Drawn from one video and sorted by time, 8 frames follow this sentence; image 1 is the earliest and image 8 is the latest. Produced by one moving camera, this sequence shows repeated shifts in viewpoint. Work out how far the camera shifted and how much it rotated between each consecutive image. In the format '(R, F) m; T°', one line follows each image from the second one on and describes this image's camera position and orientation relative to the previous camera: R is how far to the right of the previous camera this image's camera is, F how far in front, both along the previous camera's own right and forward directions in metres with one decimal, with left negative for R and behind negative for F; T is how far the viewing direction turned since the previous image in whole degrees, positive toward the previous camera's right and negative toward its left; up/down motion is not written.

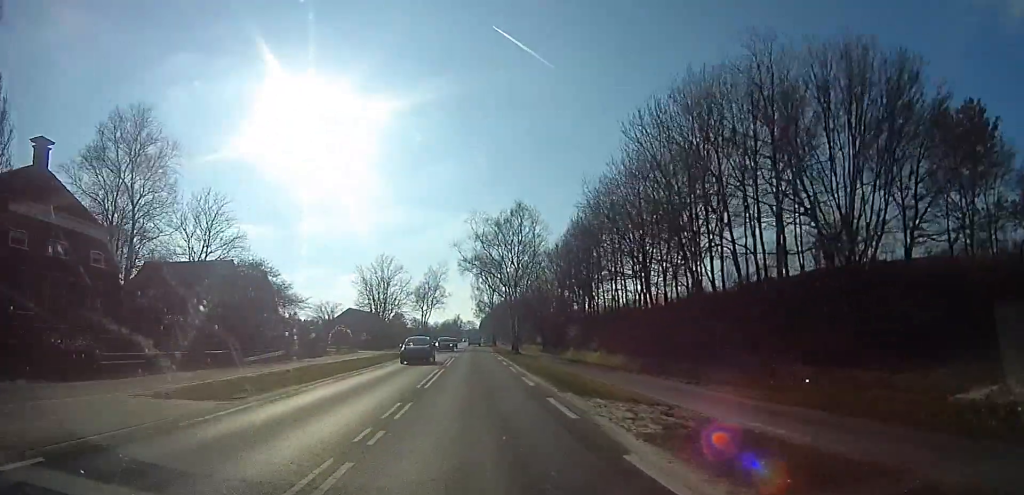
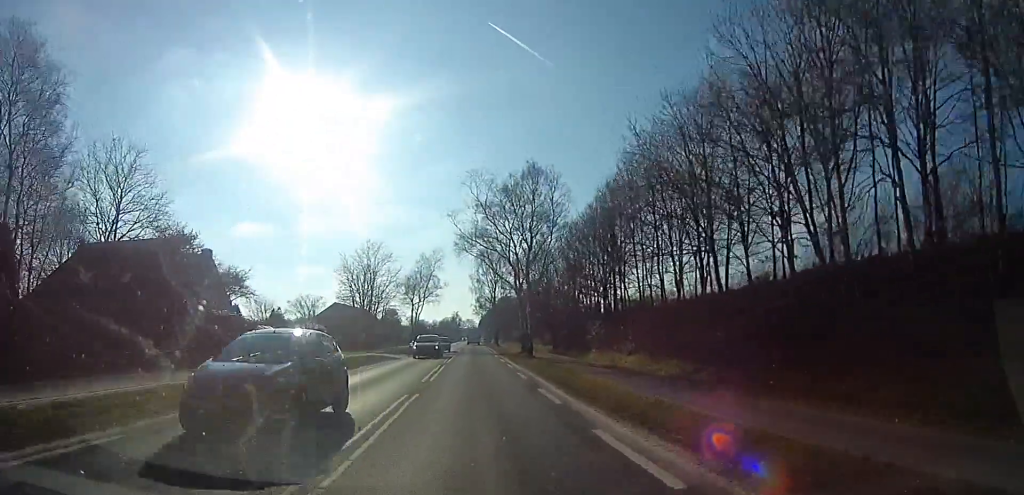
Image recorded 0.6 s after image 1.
(0.0, +10.5) m; 0°
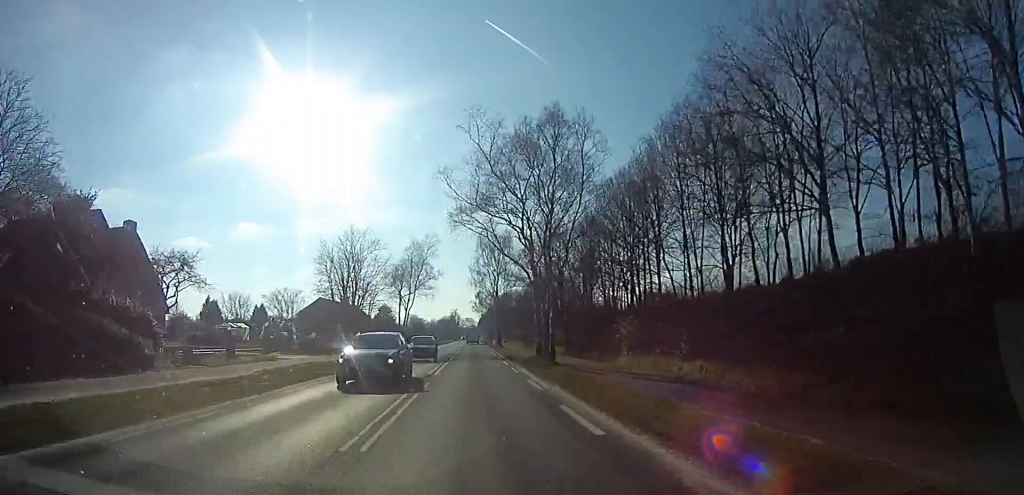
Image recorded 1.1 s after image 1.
(-0.1, +8.6) m; 0°
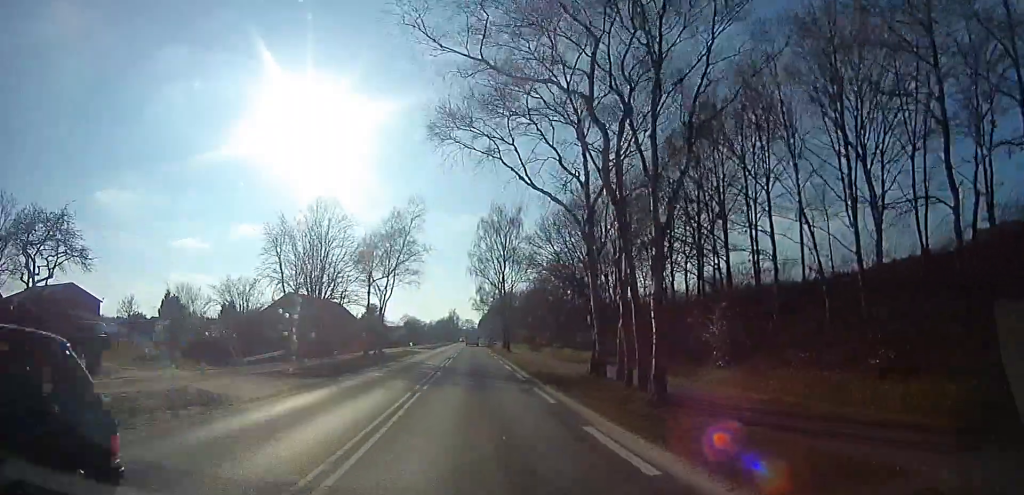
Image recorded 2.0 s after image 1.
(-0.1, +13.3) m; 0°
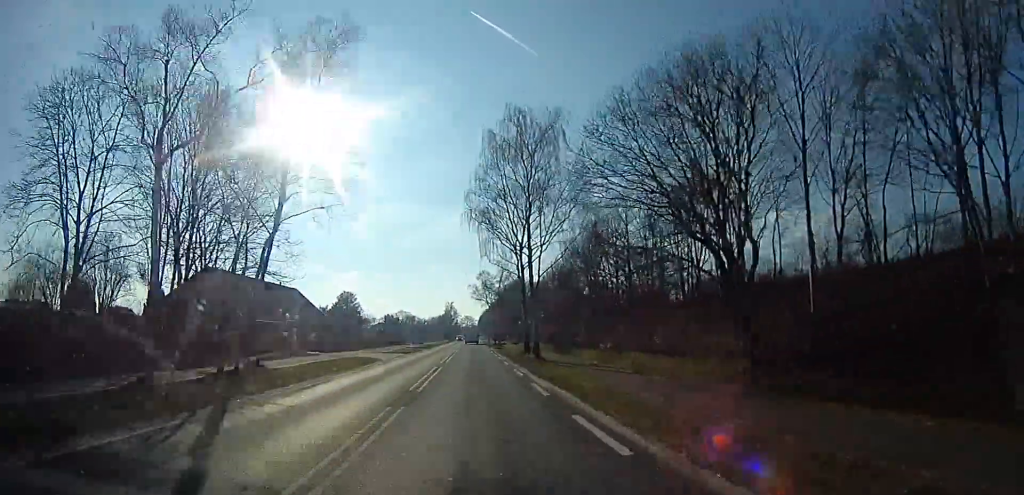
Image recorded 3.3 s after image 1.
(+0.1, +24.1) m; 0°
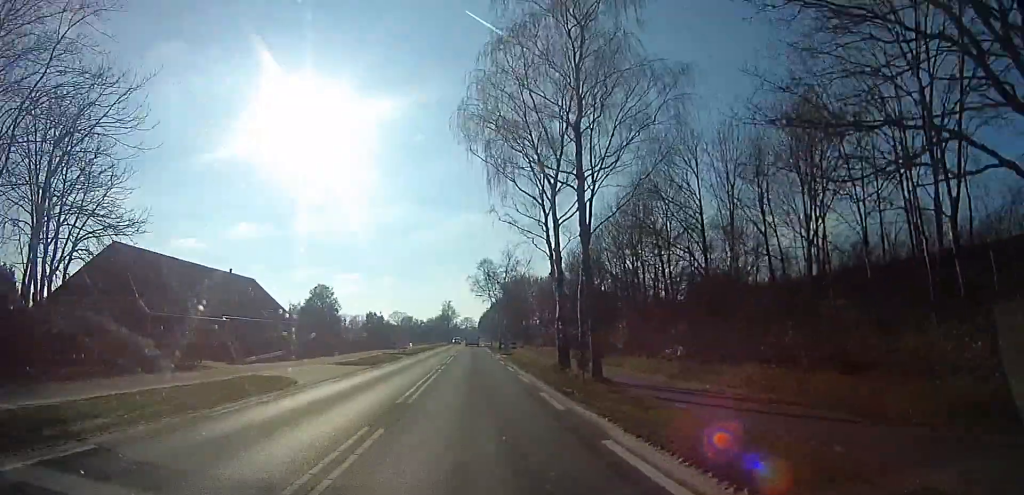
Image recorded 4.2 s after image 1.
(0.0, +15.5) m; 0°
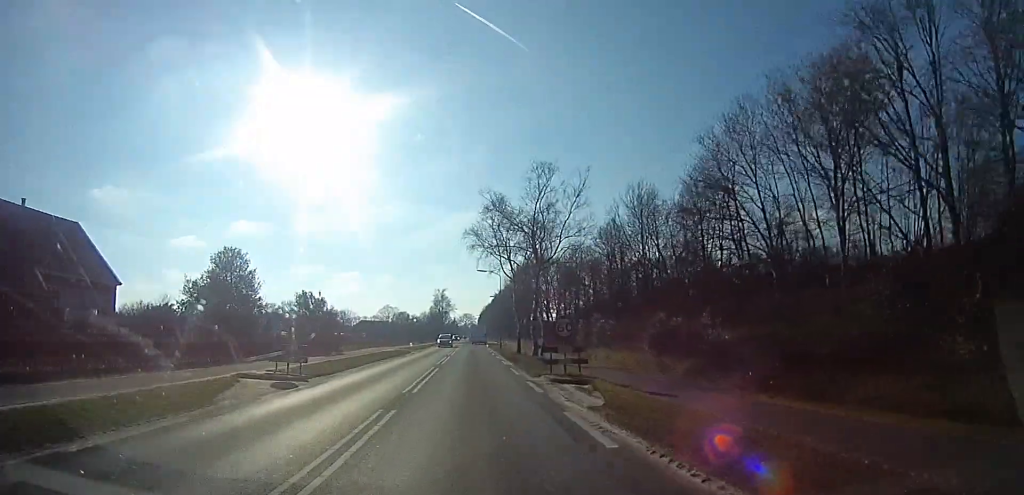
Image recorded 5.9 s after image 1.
(-0.3, +29.3) m; -1°
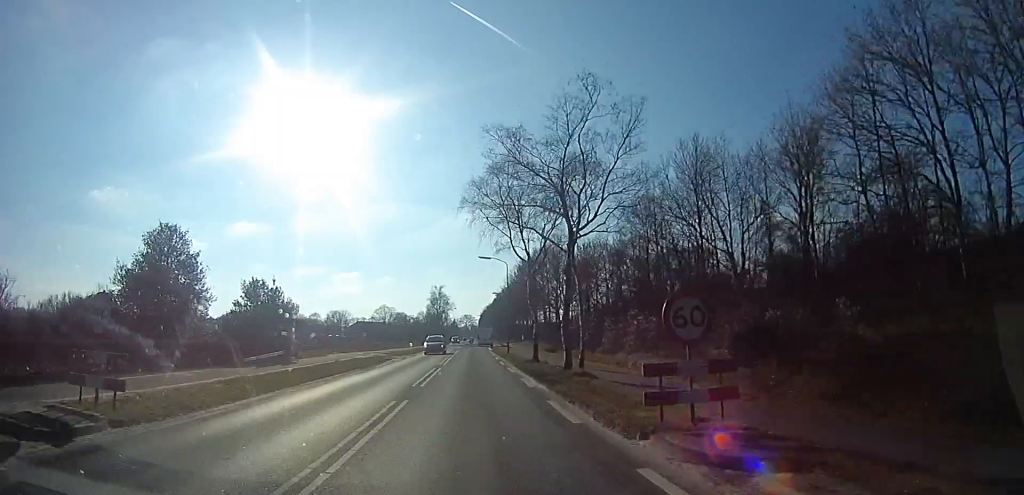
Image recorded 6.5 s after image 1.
(0.0, +10.5) m; 0°
